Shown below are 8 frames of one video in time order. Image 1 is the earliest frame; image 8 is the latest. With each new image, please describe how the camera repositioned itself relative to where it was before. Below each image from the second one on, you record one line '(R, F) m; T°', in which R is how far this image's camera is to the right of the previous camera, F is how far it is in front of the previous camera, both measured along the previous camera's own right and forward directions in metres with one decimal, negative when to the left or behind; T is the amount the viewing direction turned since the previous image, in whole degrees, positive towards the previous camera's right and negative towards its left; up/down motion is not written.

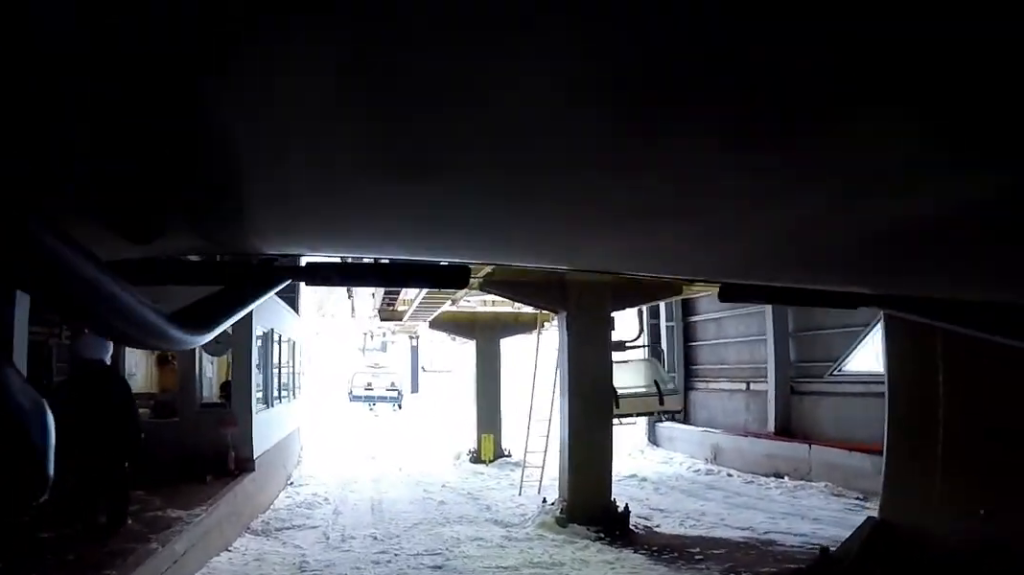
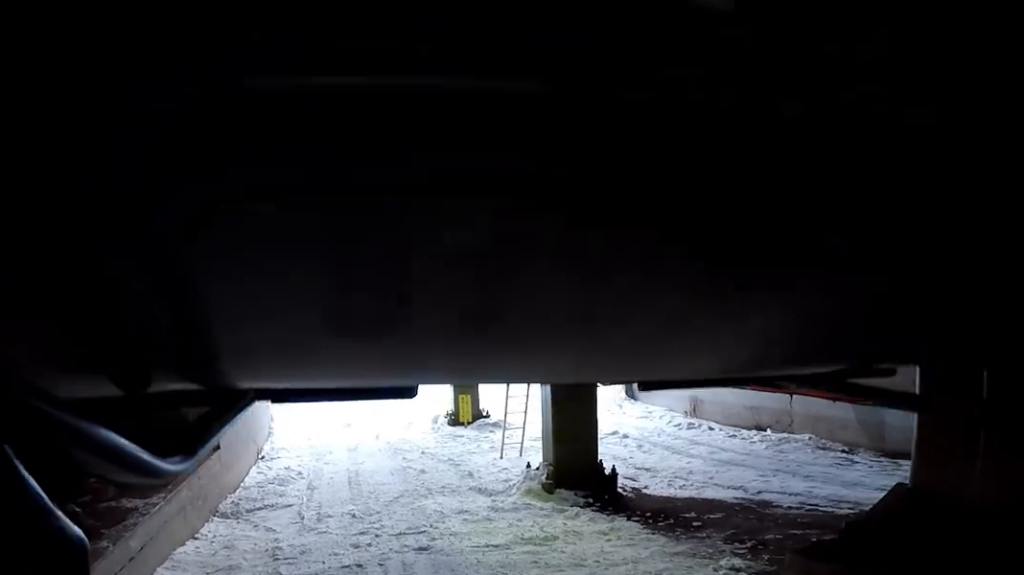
(-0.2, +3.6) m; -6°
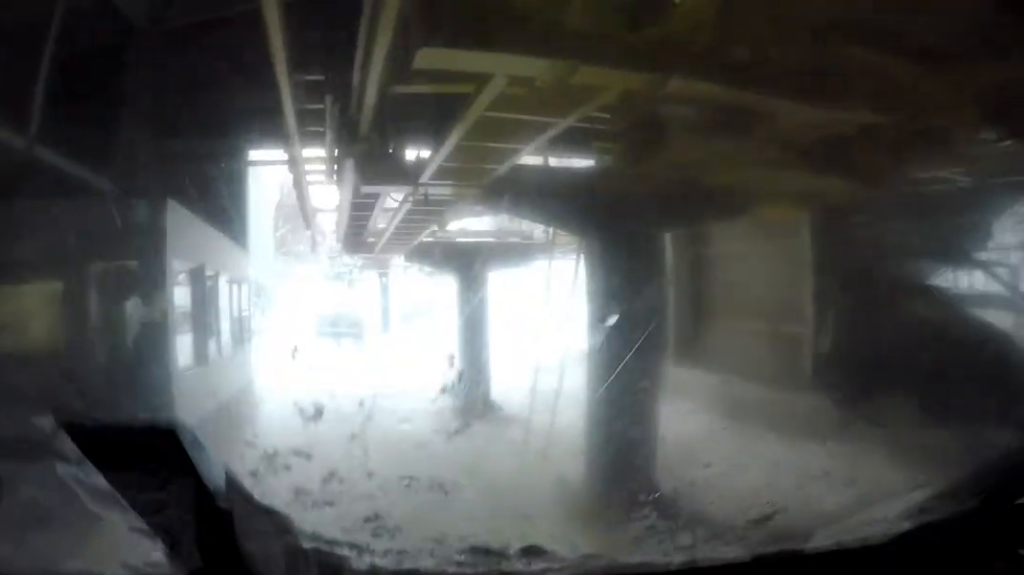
(+0.1, +8.6) m; -10°
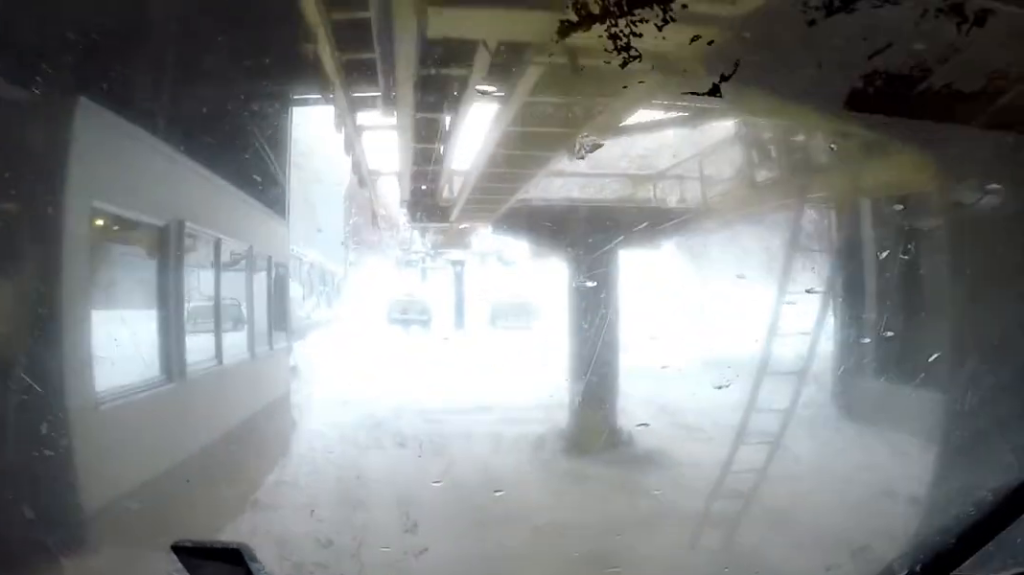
(-1.2, +12.6) m; -36°
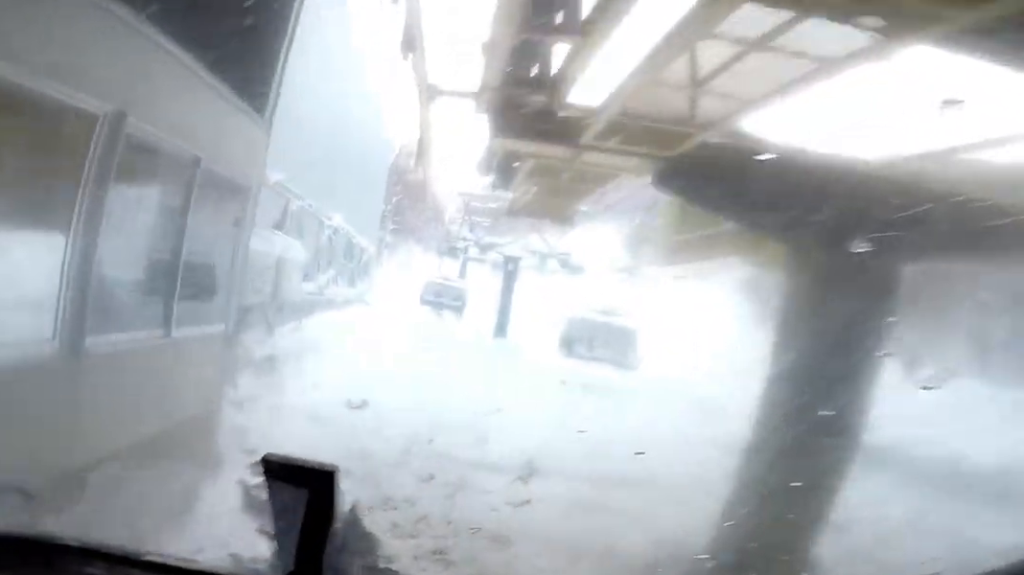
(-6.3, +11.9) m; -35°
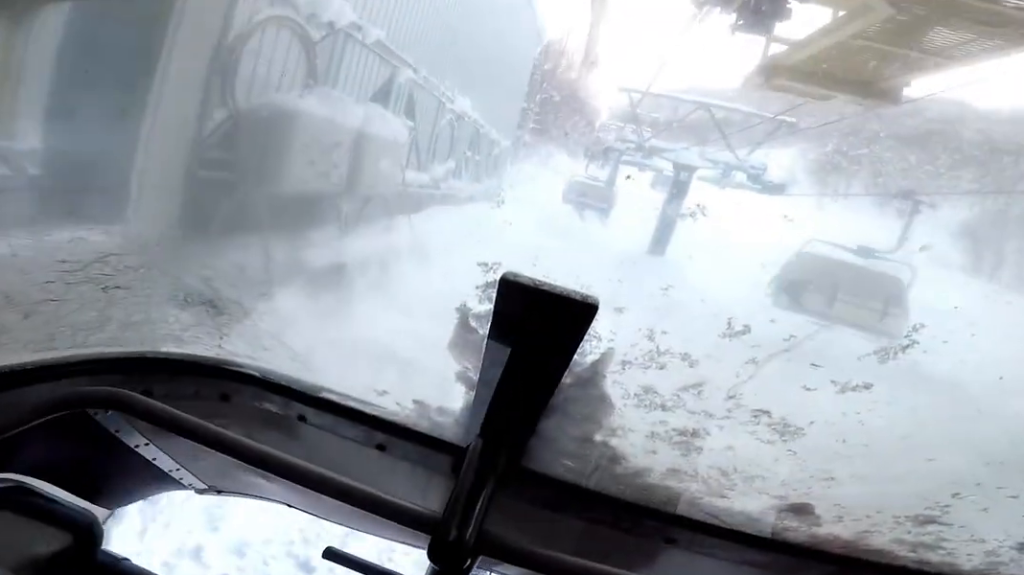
(-2.3, +11.7) m; -13°
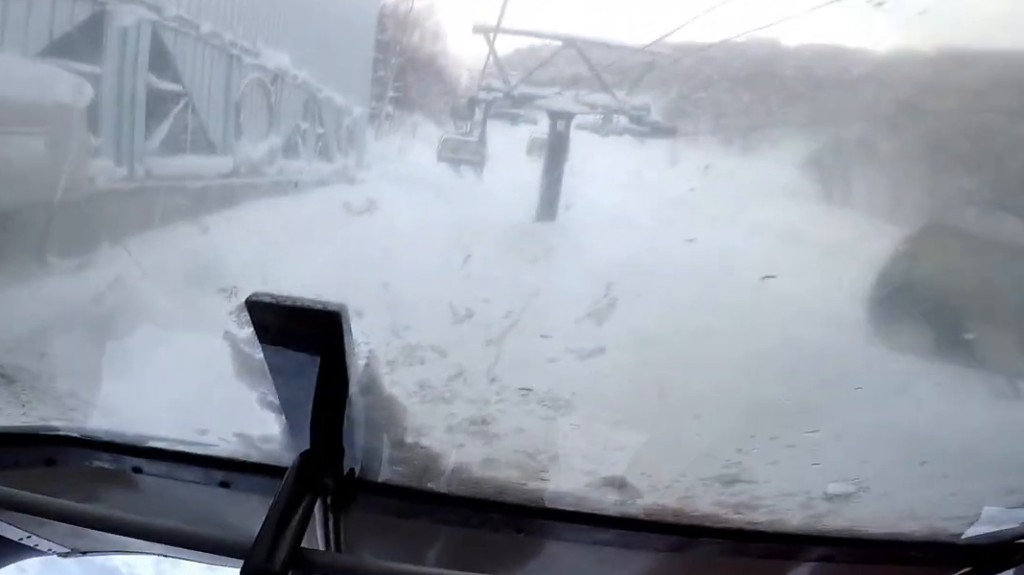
(-3.1, +22.2) m; -14°
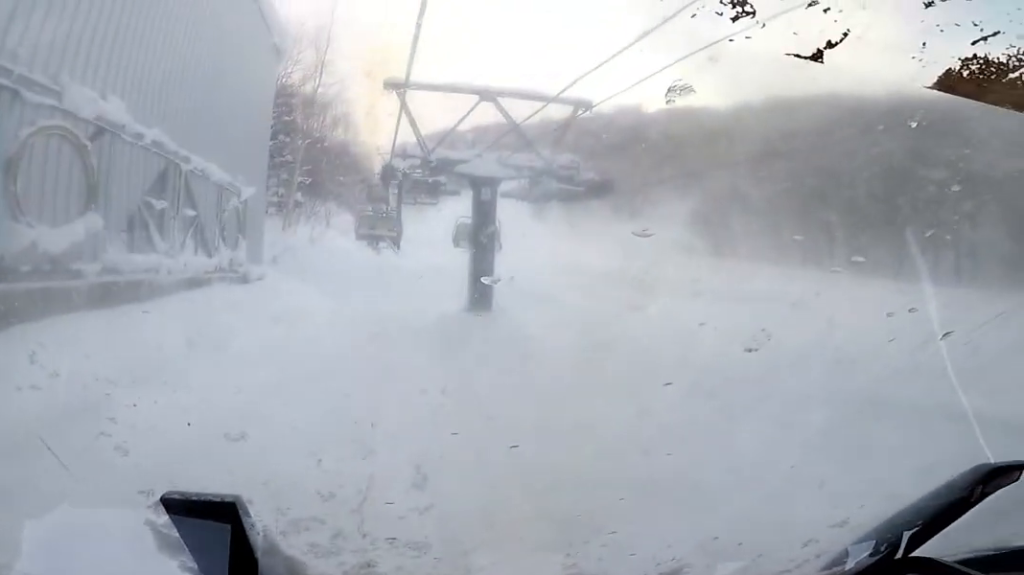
(-2.2, +20.6) m; -15°
